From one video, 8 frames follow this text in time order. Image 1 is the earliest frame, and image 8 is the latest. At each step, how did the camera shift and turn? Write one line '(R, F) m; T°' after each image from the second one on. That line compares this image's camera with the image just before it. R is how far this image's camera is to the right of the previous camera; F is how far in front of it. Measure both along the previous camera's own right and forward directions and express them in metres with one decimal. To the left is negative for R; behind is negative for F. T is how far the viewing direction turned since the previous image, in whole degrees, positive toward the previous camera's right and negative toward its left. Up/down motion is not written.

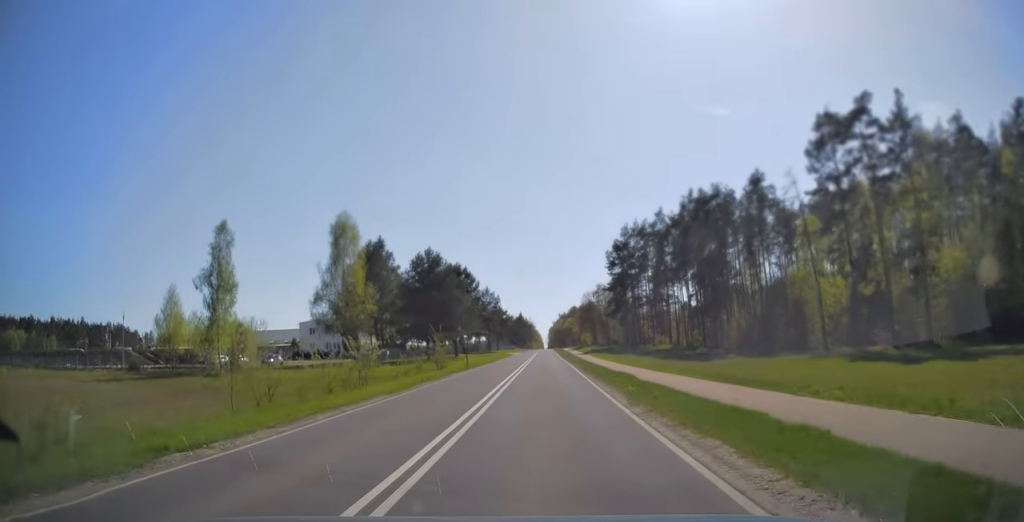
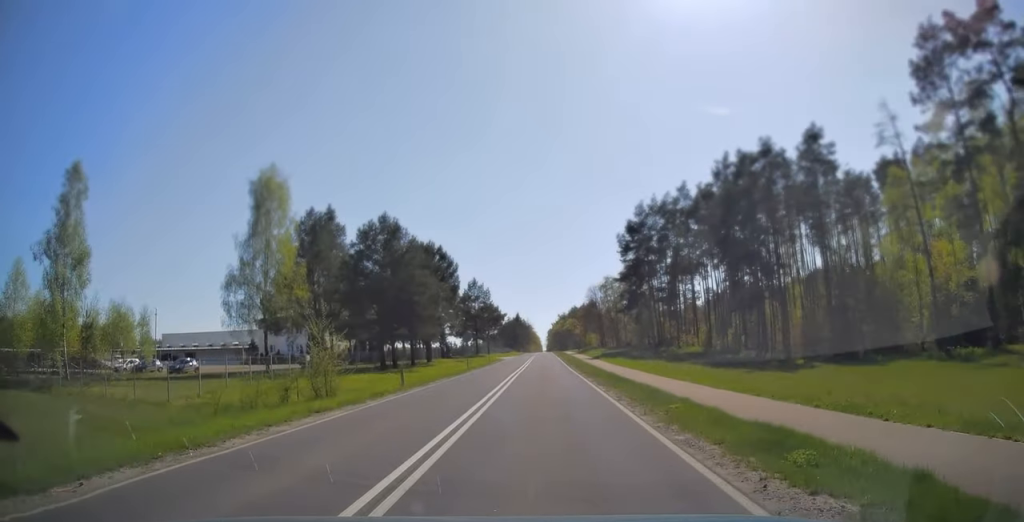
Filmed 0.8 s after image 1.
(+0.2, +20.7) m; 0°
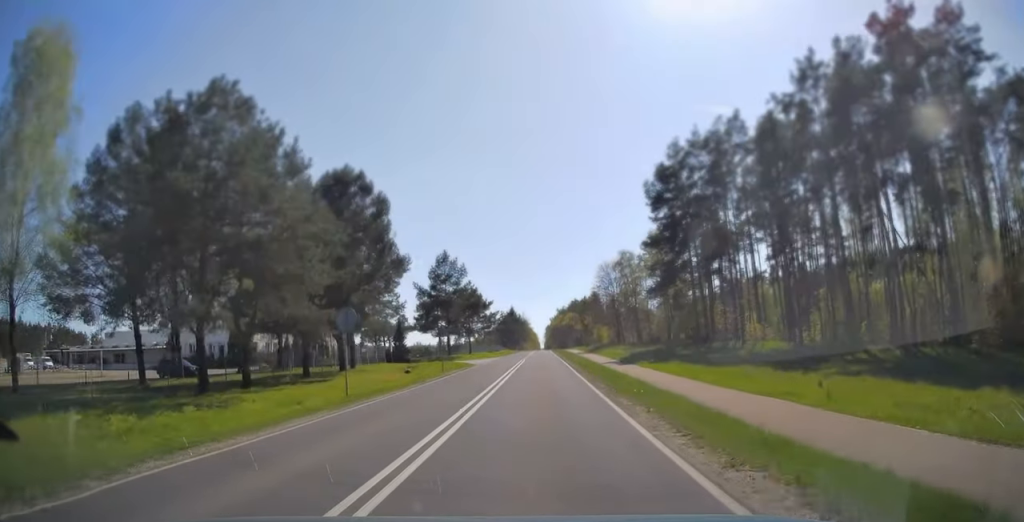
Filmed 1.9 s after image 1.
(0.0, +29.3) m; 0°
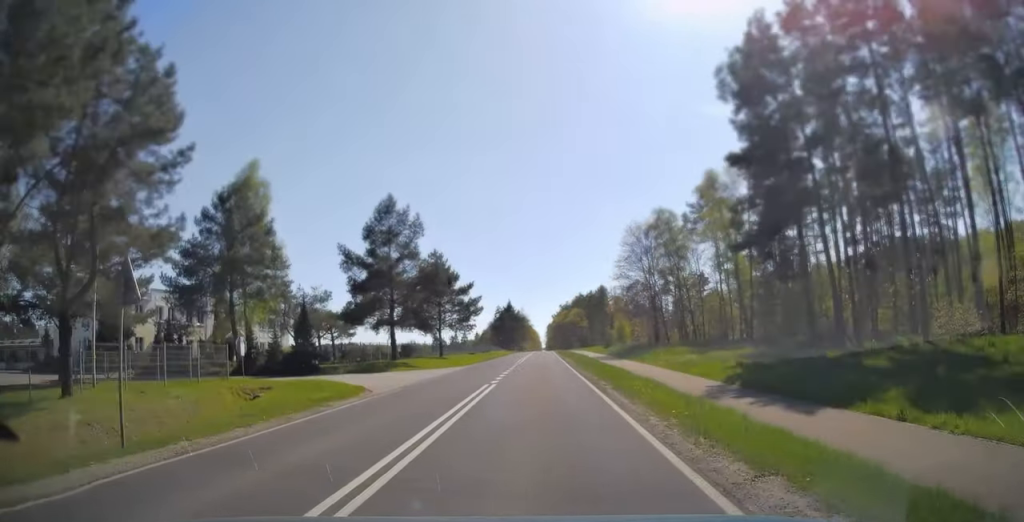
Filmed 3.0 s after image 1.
(-0.1, +29.1) m; 0°
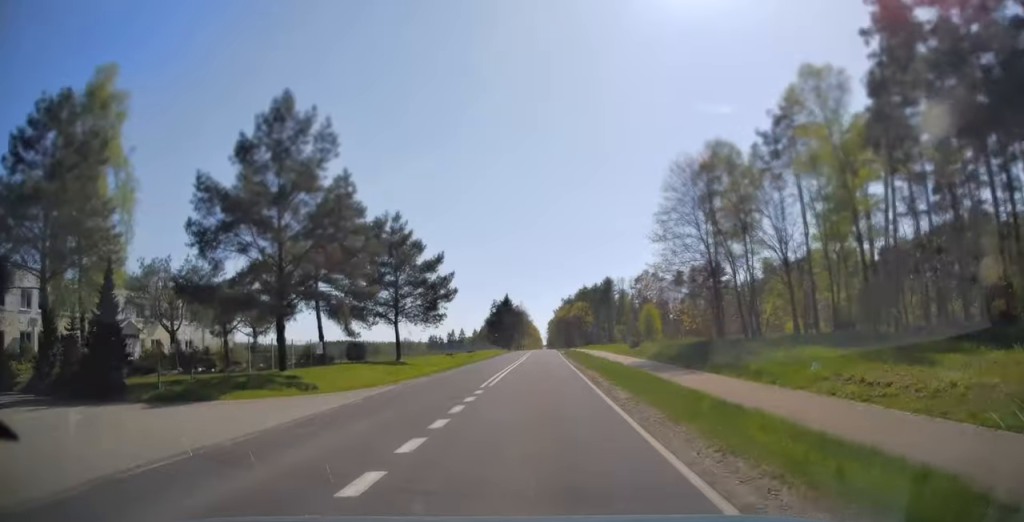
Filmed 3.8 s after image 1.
(0.0, +21.7) m; 0°
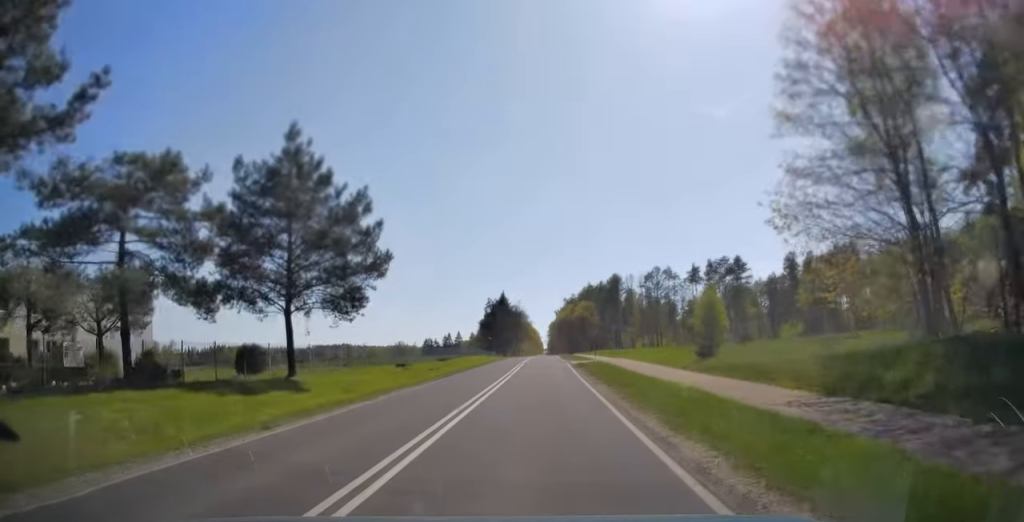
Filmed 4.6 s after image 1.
(-0.1, +22.2) m; 0°
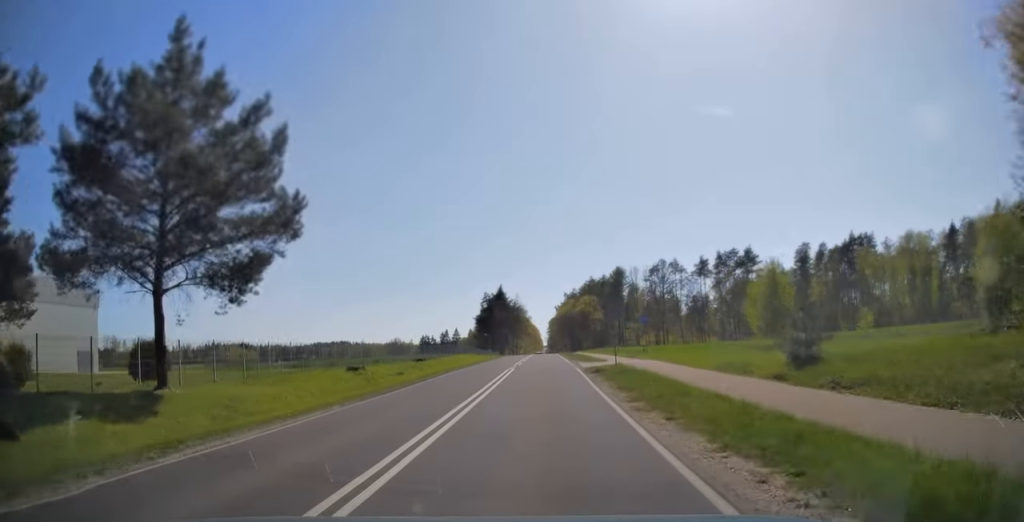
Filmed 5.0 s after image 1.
(0.0, +10.9) m; 0°
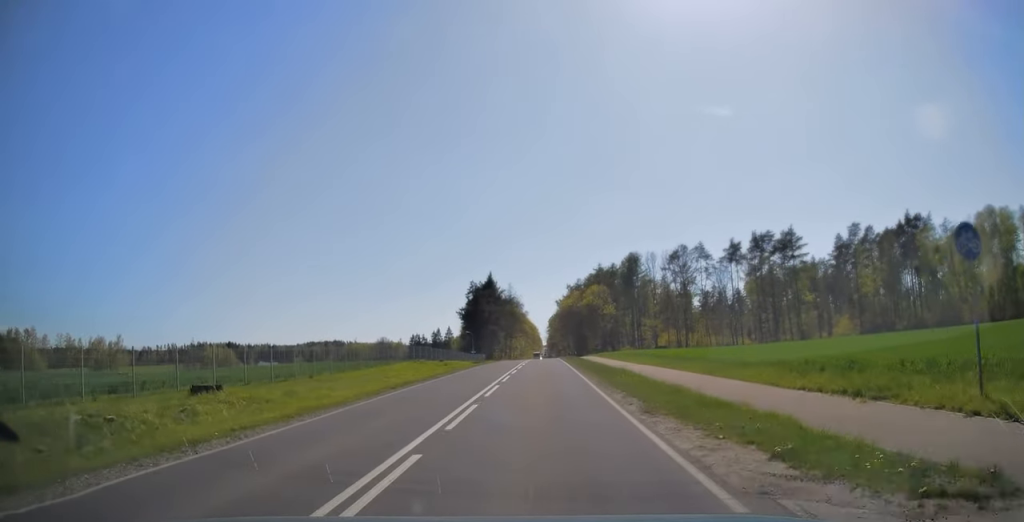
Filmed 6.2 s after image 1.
(+0.1, +32.0) m; 0°
